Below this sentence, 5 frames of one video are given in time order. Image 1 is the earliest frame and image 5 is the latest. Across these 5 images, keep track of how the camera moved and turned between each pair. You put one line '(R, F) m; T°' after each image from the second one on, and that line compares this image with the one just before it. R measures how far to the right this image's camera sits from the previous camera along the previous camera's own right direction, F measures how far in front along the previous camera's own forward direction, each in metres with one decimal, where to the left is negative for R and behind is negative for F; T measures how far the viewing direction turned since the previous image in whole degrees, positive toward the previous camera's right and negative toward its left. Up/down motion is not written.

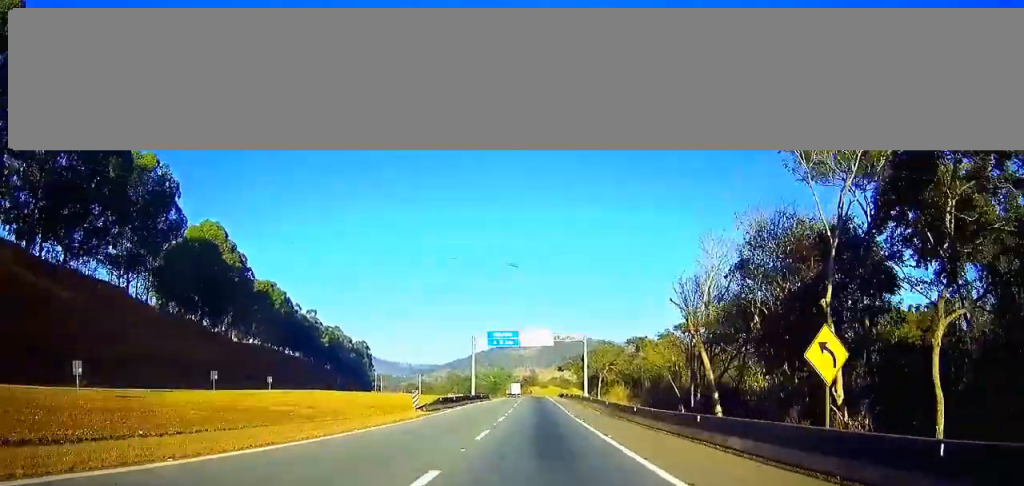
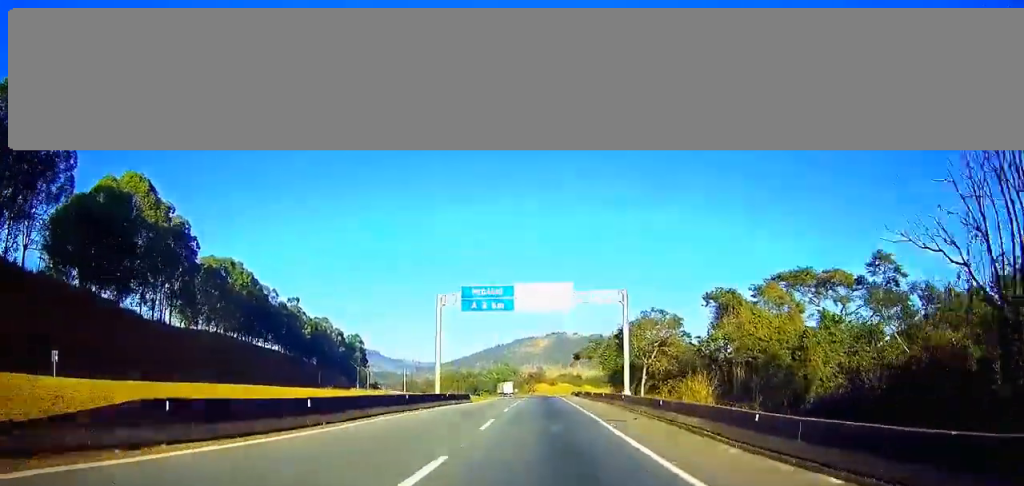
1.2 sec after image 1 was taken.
(0.0, +34.4) m; 0°
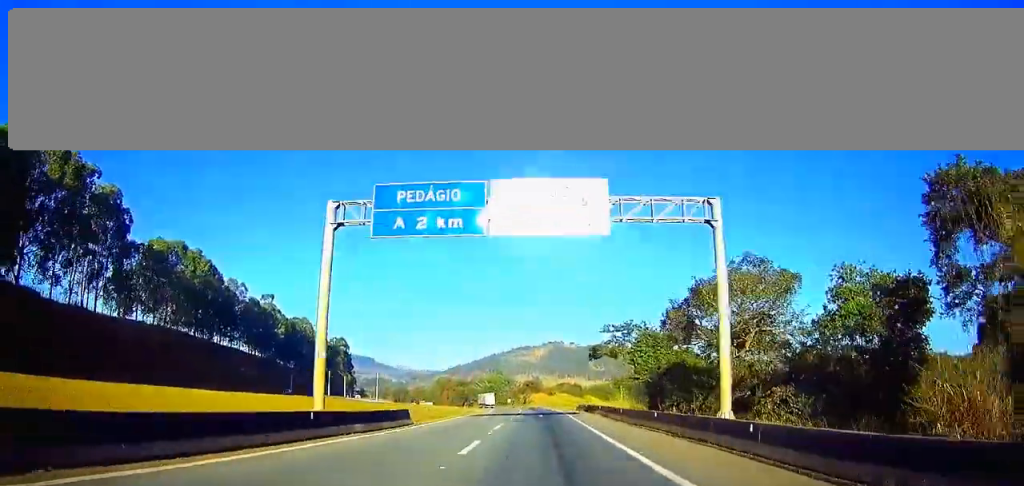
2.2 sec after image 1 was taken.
(0.0, +27.5) m; 0°
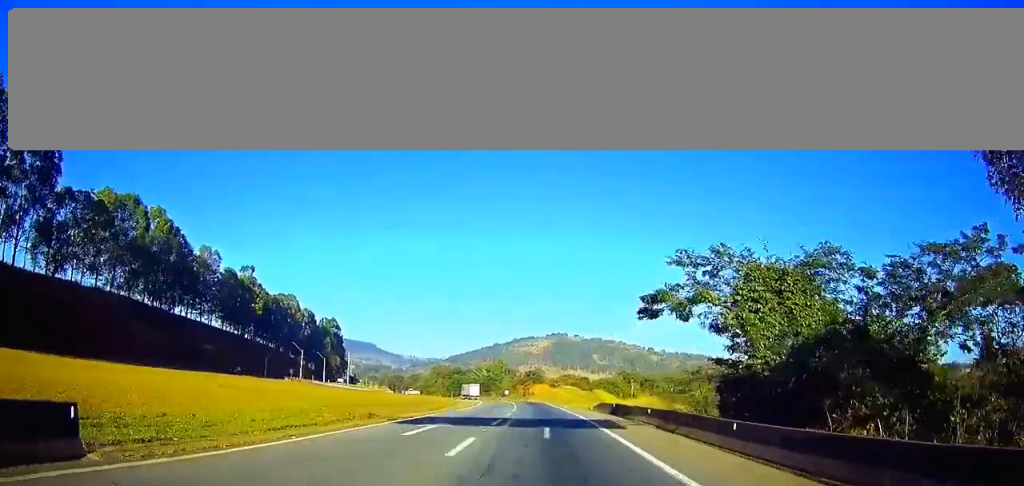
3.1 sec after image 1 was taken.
(-0.1, +25.3) m; 0°
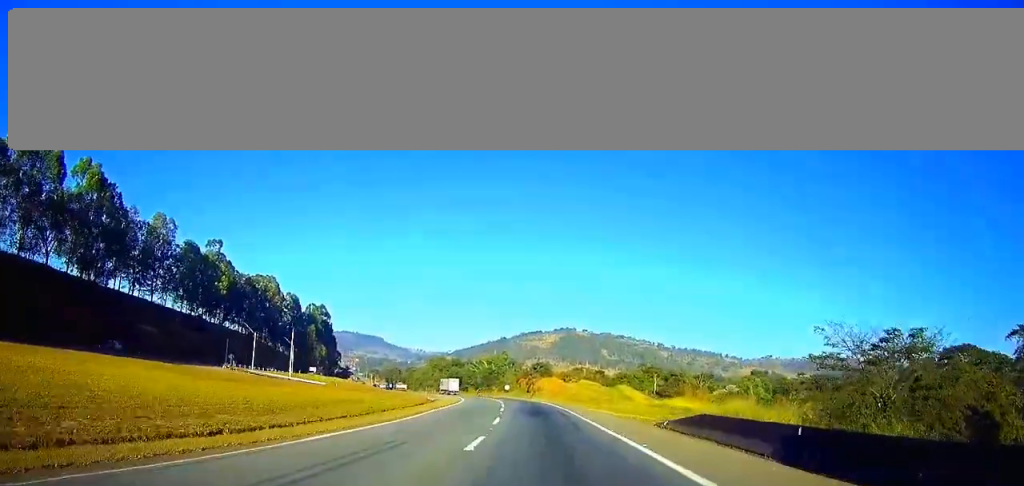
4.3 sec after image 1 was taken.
(0.0, +33.6) m; -1°
